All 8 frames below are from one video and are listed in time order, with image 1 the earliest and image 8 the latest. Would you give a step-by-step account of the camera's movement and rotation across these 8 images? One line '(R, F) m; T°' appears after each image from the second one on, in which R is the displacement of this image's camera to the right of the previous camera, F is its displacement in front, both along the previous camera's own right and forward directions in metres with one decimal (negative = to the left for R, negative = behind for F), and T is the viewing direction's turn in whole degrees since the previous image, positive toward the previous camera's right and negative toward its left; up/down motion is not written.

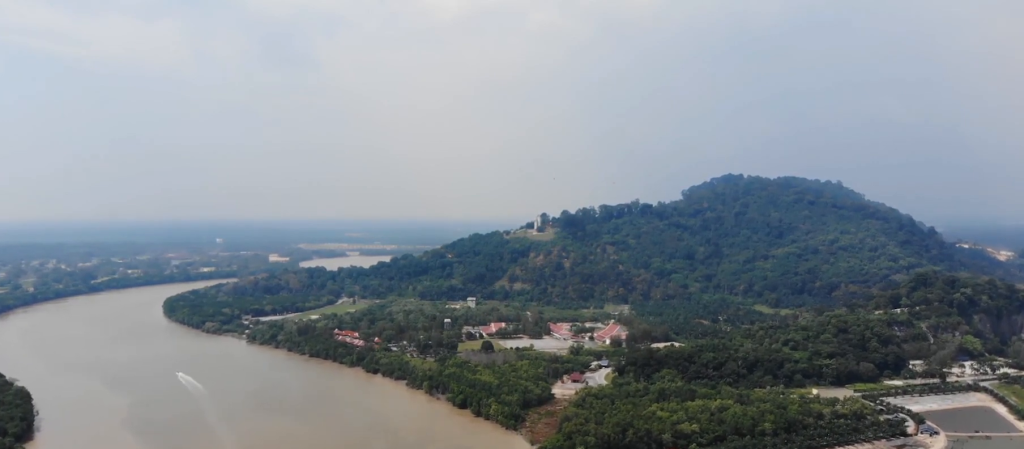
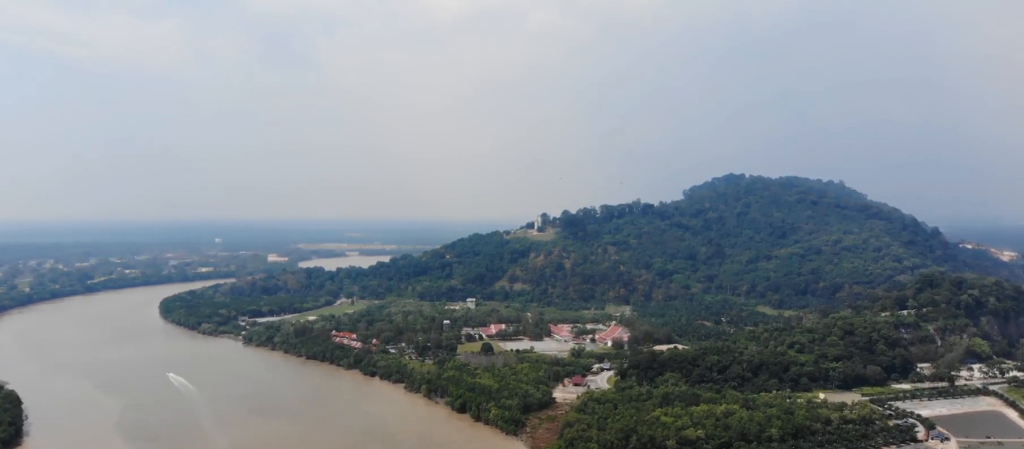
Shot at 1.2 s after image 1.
(0.0, +15.1) m; 0°
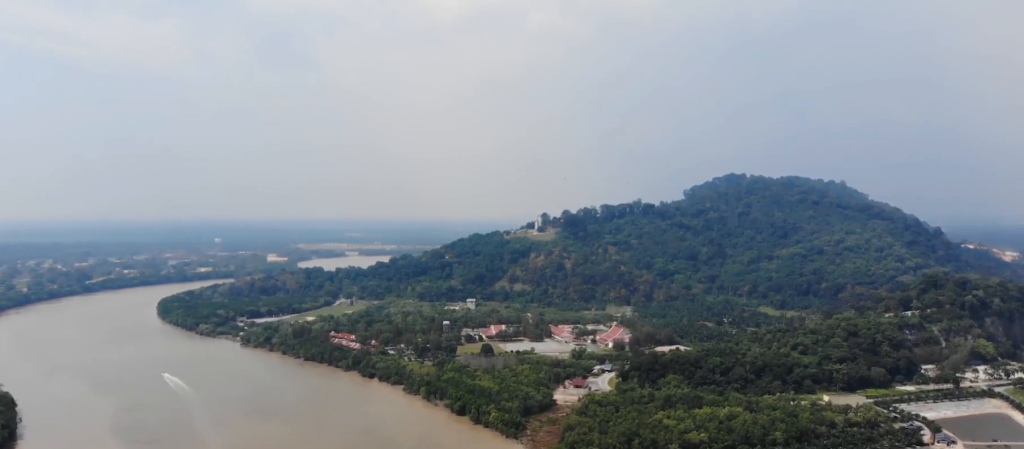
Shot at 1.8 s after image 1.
(0.0, +8.2) m; 0°
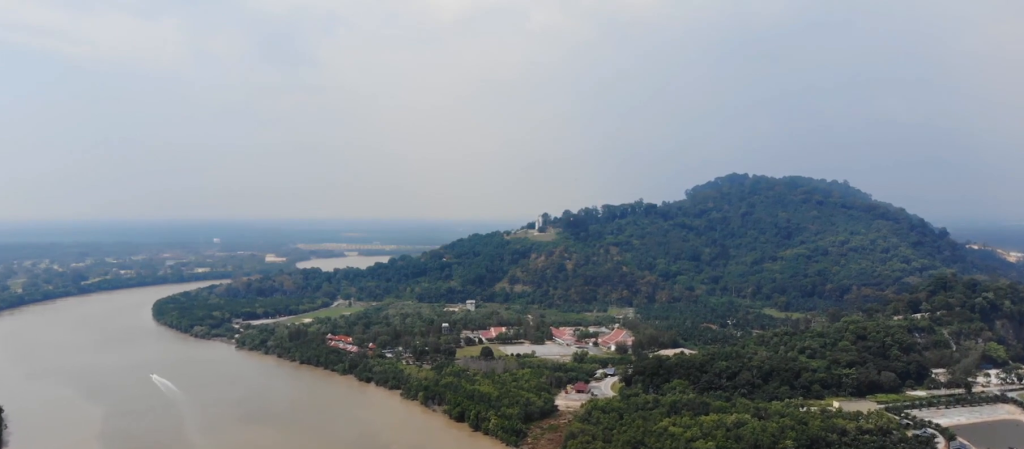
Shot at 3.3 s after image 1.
(0.0, +19.4) m; 0°
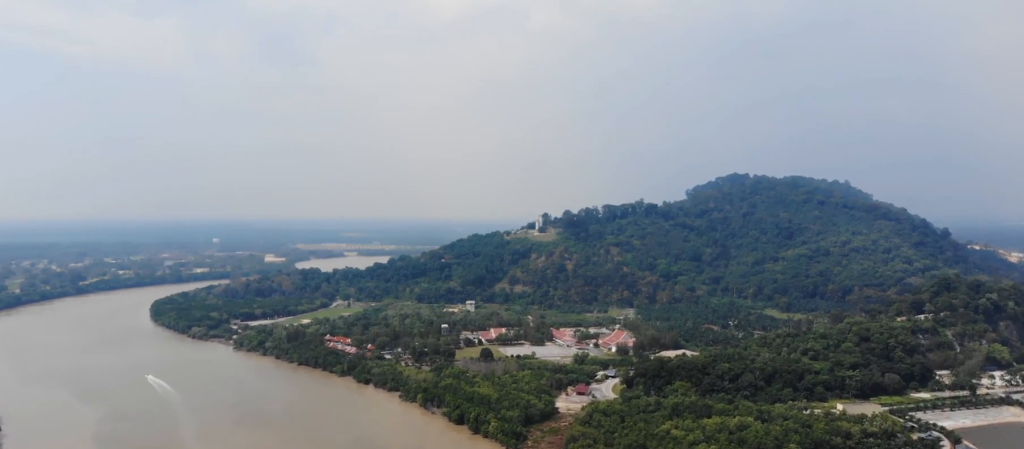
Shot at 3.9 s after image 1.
(0.0, +7.4) m; 0°
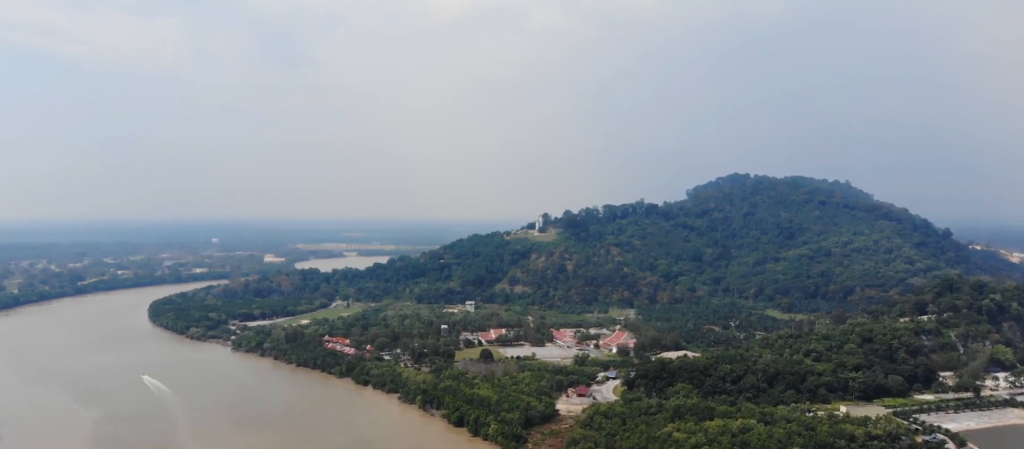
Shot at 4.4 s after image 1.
(0.0, +6.5) m; 0°
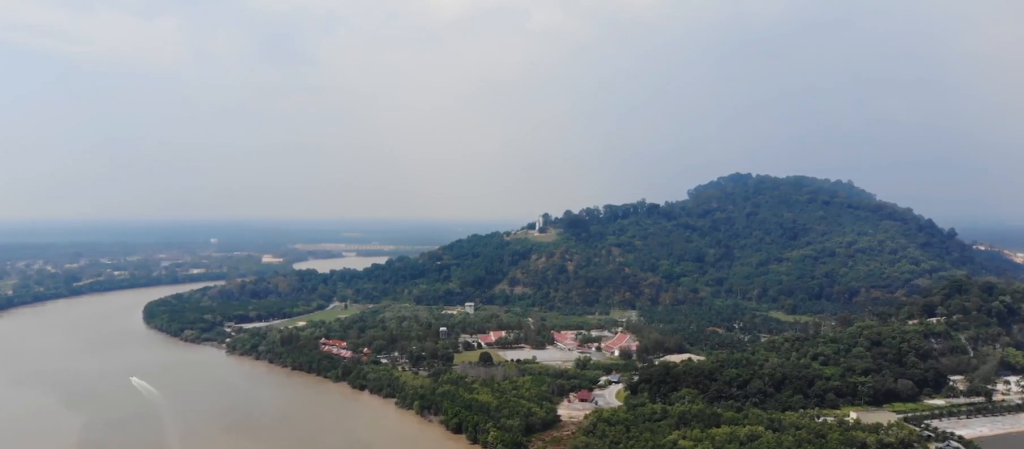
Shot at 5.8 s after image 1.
(0.0, +18.2) m; 0°
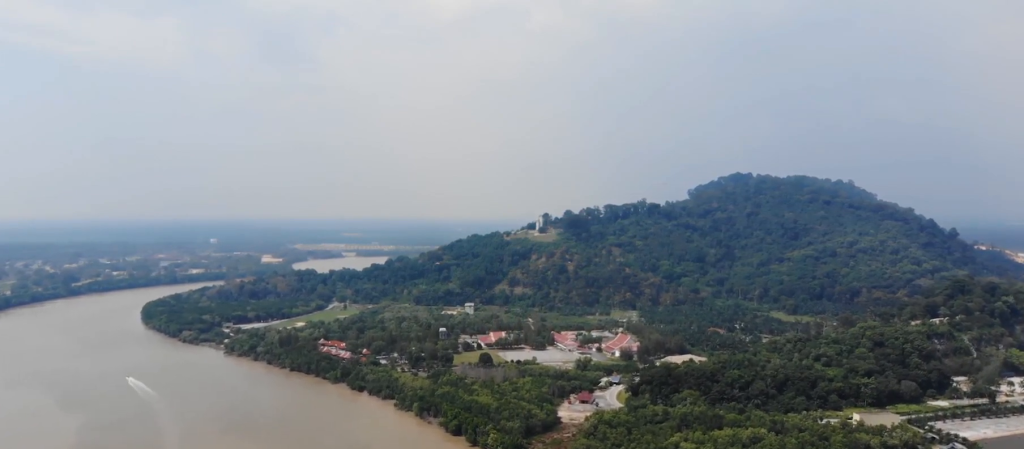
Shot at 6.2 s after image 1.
(0.0, +5.6) m; 0°
